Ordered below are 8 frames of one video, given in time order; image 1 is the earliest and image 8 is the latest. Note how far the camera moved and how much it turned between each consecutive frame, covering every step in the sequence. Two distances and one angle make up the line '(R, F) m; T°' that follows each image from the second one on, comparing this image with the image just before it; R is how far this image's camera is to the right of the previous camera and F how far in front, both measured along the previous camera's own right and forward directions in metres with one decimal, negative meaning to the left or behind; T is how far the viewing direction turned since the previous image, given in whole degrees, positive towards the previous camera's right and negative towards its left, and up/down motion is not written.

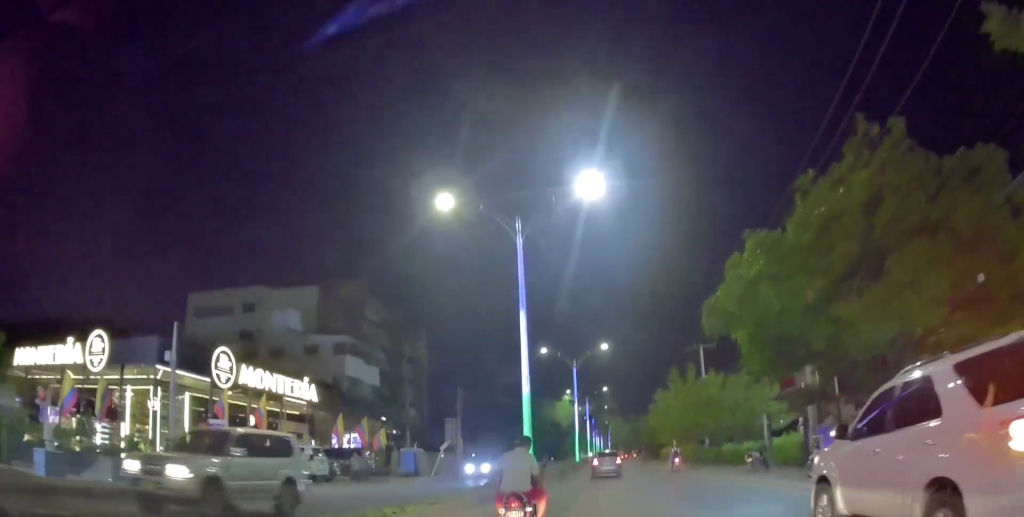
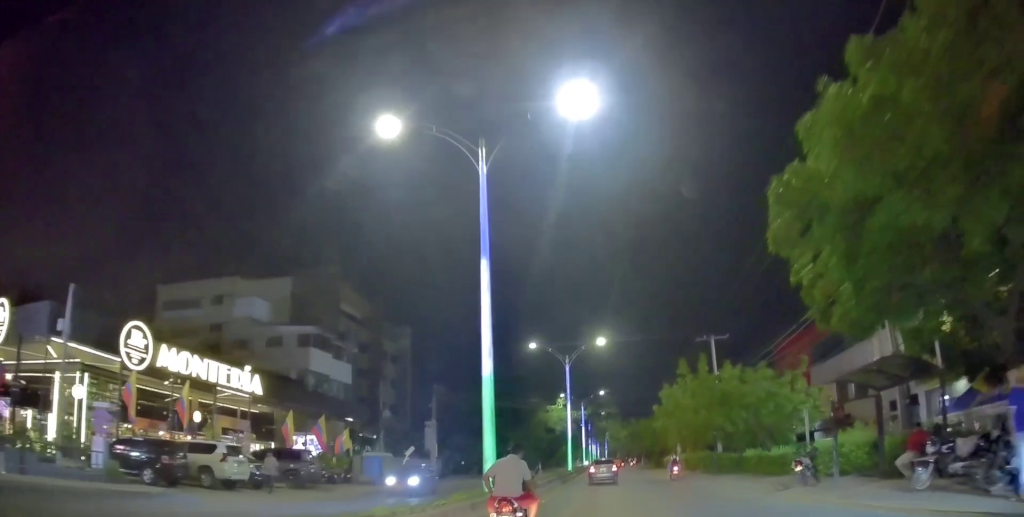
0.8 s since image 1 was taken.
(+0.2, +6.8) m; 0°
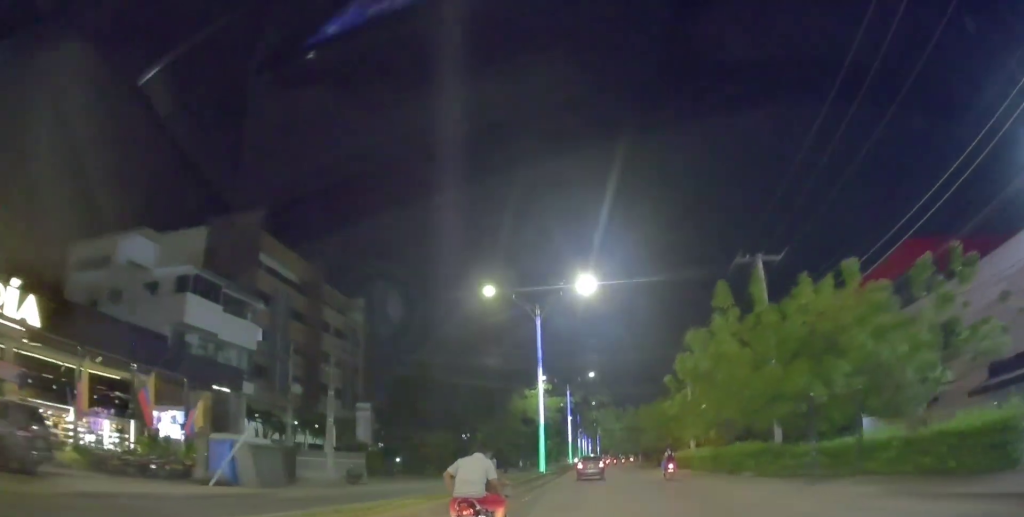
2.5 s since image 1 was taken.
(-0.4, +15.8) m; 0°
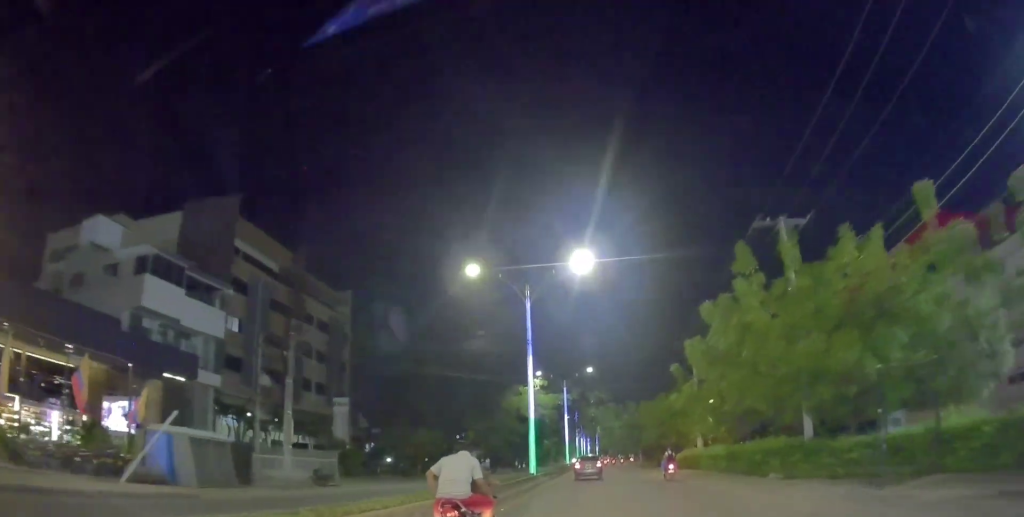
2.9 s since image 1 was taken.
(+0.1, +4.1) m; +2°
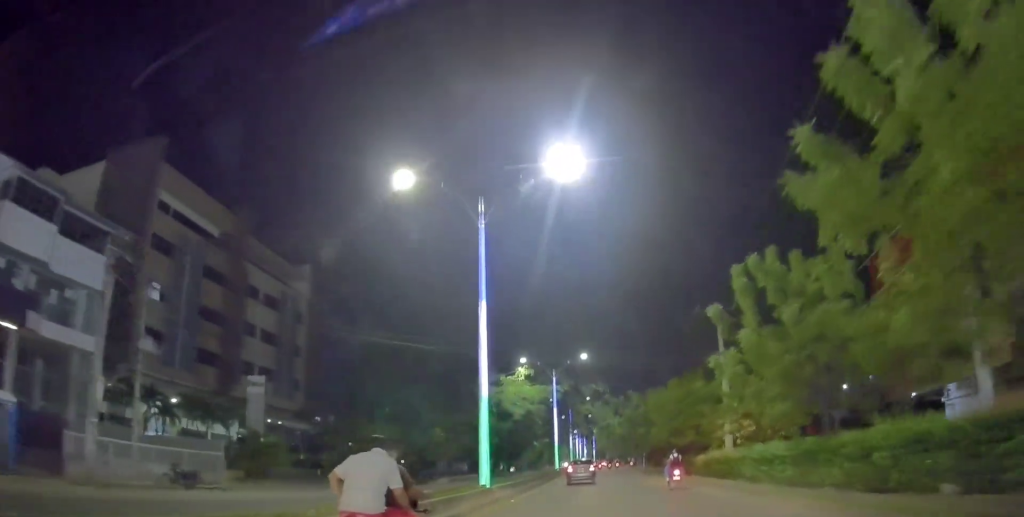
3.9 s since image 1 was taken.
(+0.5, +11.2) m; +2°
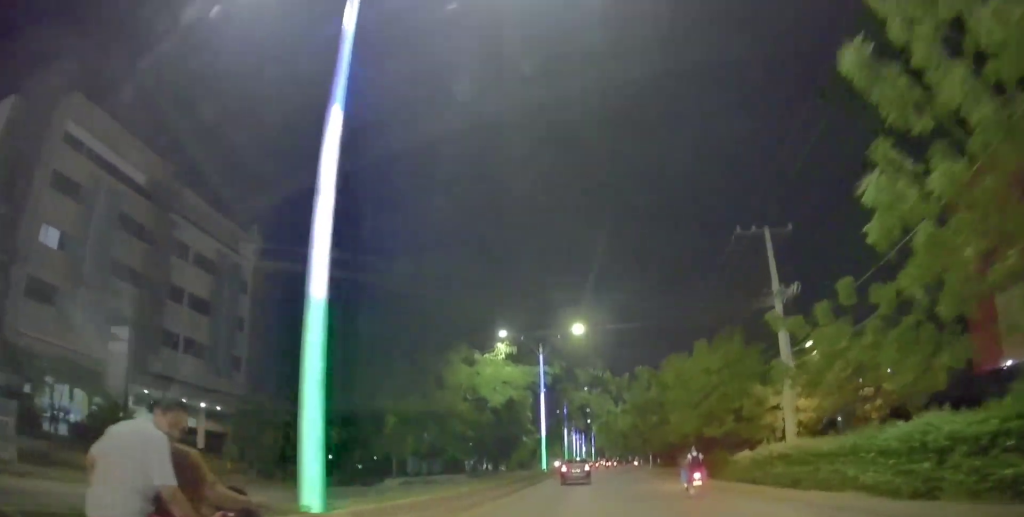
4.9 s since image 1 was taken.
(-0.2, +11.6) m; -2°
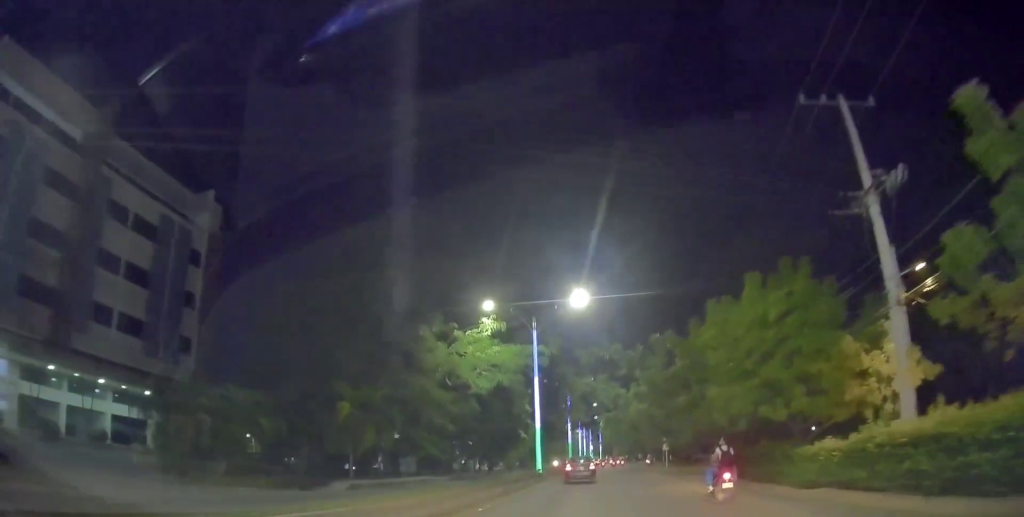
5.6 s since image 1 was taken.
(-0.2, +8.6) m; -2°
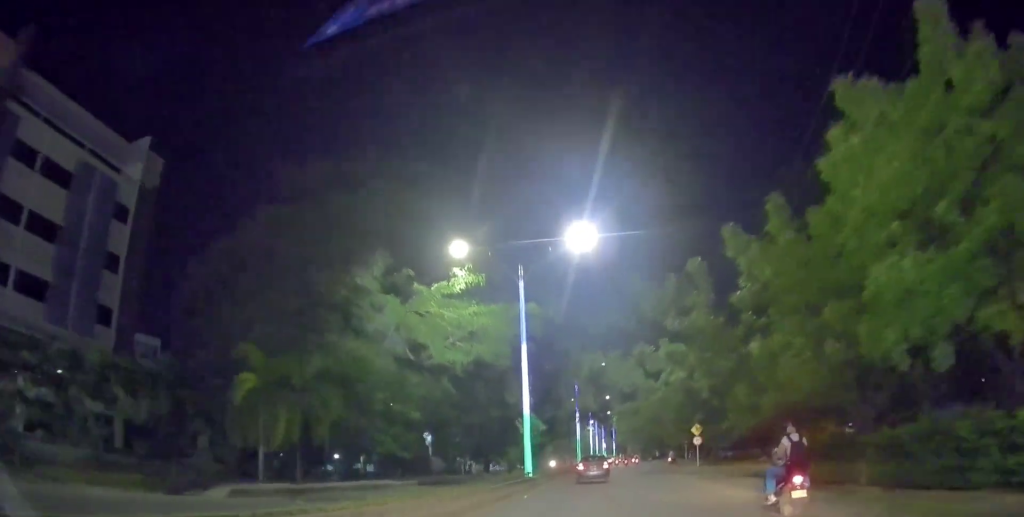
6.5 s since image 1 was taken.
(-0.1, +10.8) m; 0°
